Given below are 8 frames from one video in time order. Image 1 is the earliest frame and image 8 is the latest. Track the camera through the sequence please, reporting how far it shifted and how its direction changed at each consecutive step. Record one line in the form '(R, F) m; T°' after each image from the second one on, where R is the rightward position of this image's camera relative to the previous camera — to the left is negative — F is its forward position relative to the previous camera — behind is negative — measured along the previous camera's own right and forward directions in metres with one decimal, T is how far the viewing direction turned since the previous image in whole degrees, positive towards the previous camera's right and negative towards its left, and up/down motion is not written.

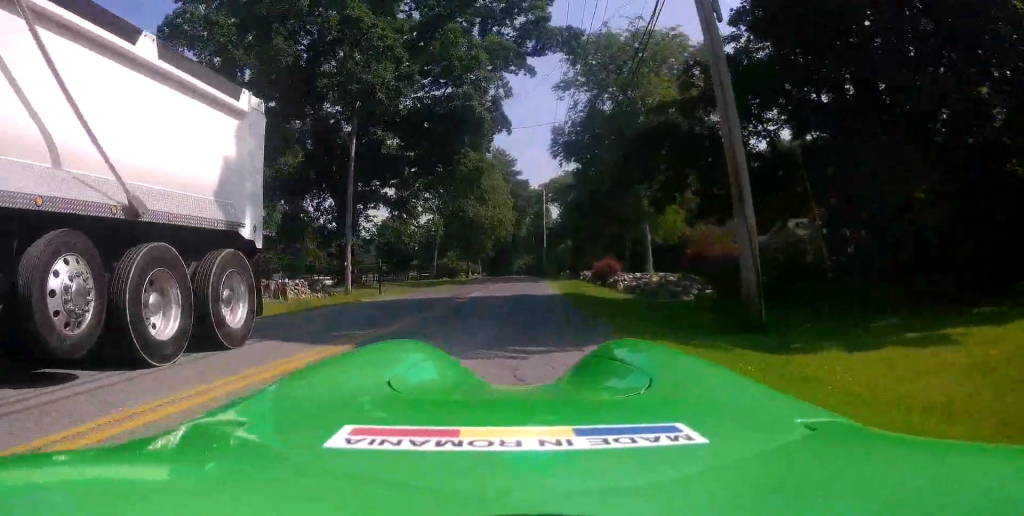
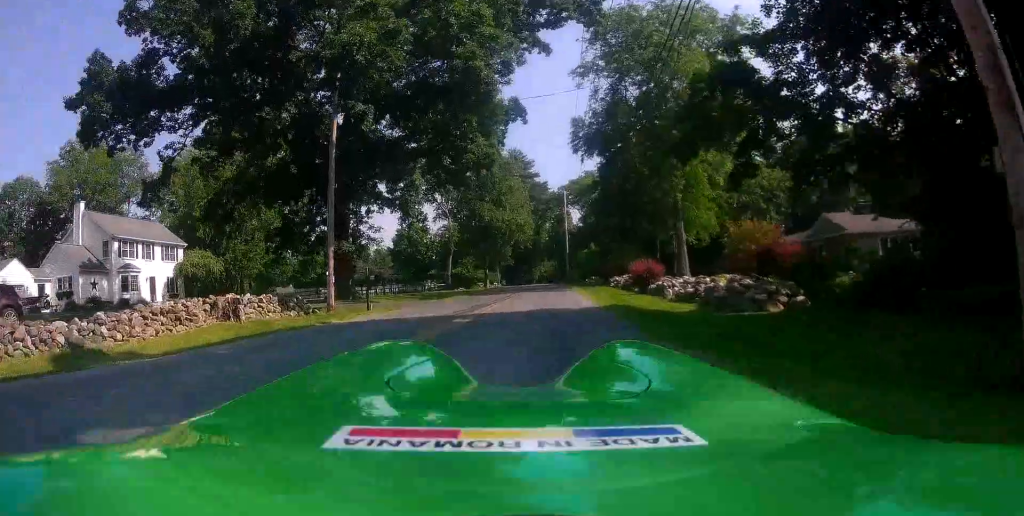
(0.0, +5.1) m; 0°
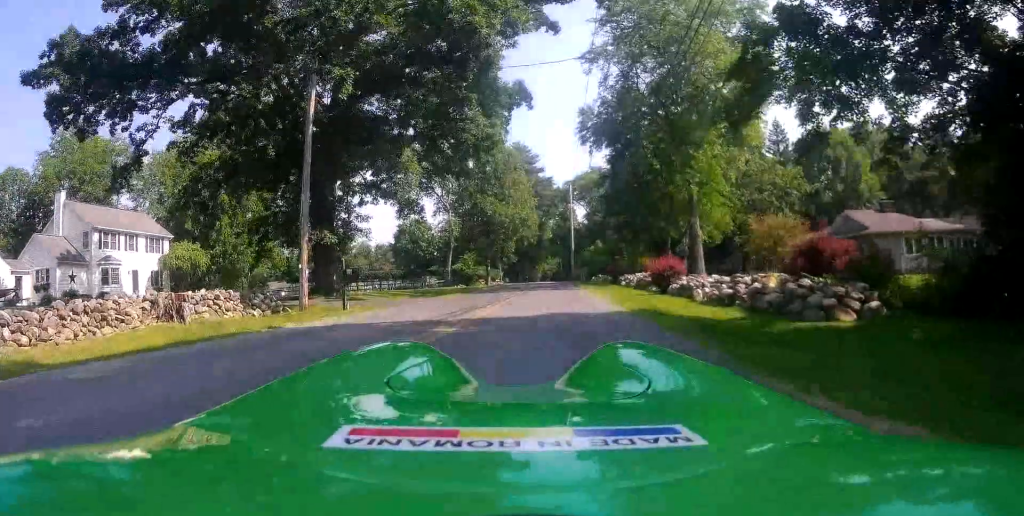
(0.0, +3.2) m; 0°
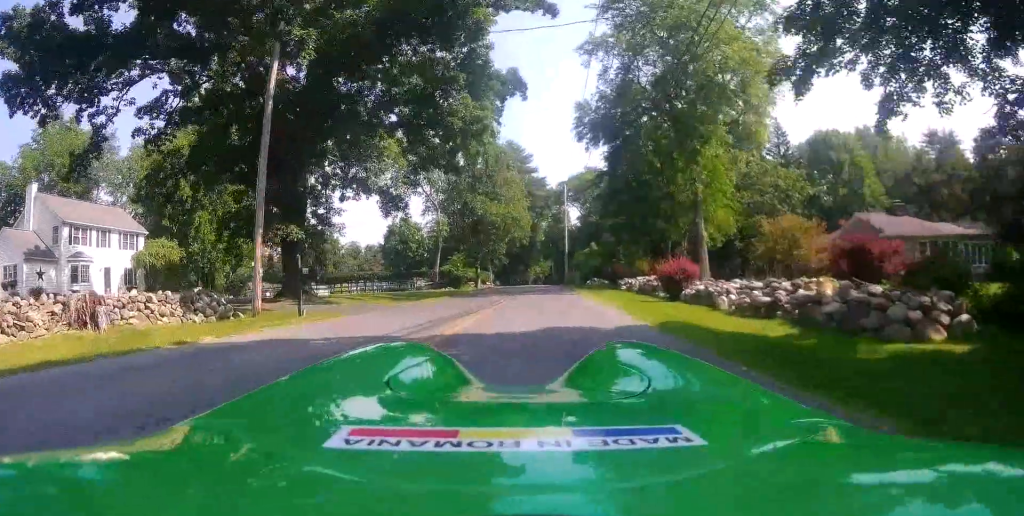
(0.0, +2.9) m; 0°
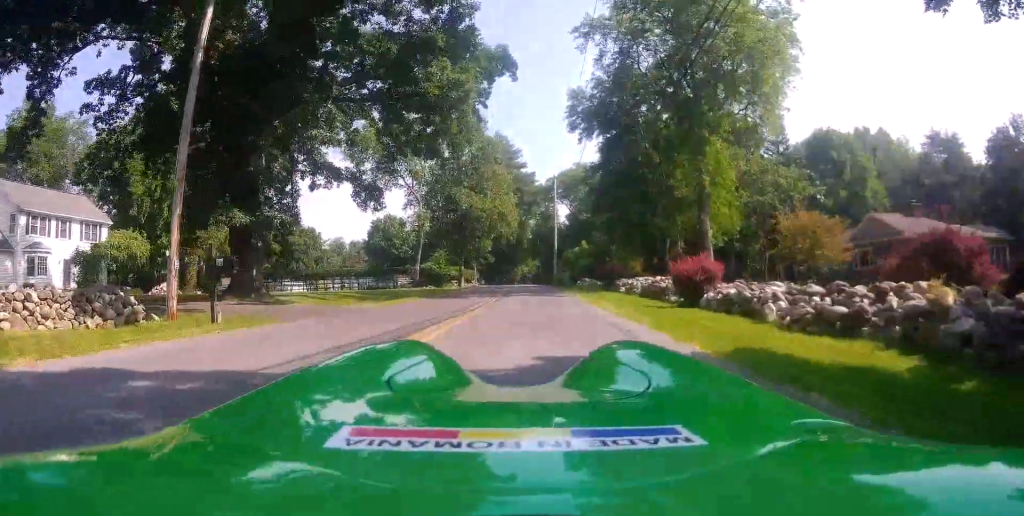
(0.0, +3.7) m; 0°
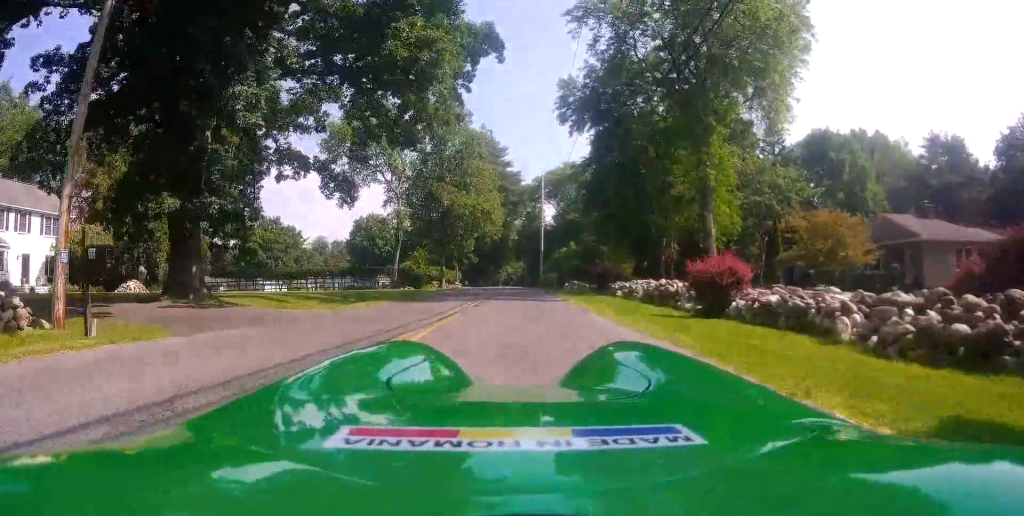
(0.0, +3.5) m; -1°
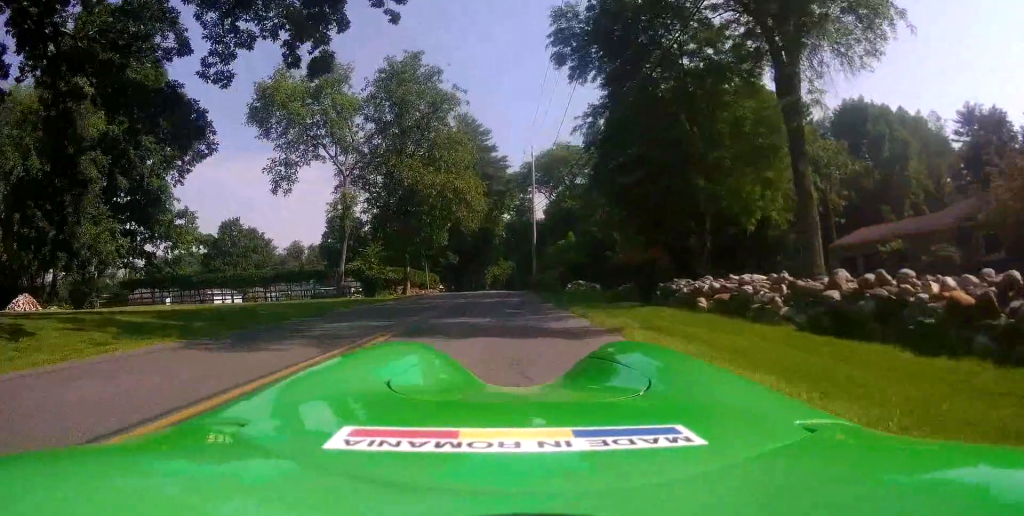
(-0.3, +13.4) m; -2°
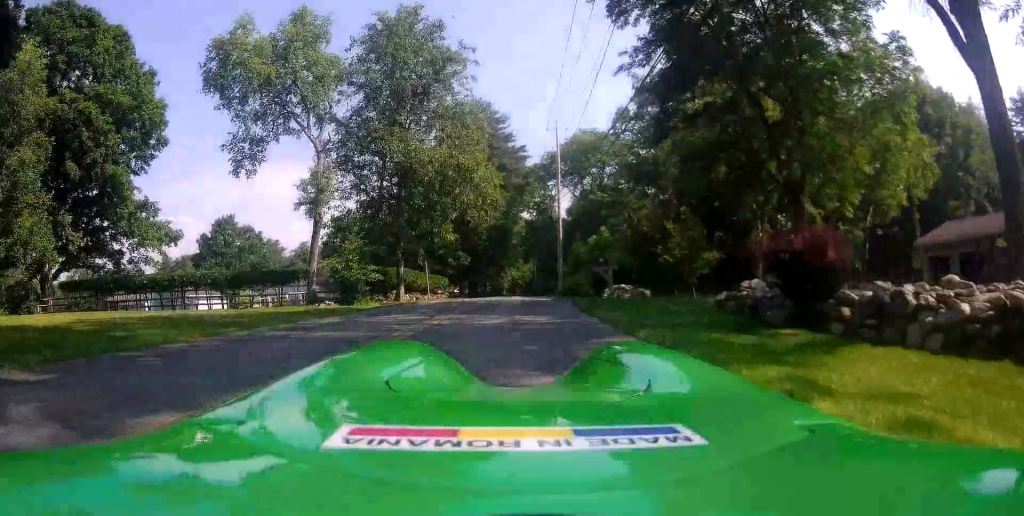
(+0.1, +9.6) m; +1°
